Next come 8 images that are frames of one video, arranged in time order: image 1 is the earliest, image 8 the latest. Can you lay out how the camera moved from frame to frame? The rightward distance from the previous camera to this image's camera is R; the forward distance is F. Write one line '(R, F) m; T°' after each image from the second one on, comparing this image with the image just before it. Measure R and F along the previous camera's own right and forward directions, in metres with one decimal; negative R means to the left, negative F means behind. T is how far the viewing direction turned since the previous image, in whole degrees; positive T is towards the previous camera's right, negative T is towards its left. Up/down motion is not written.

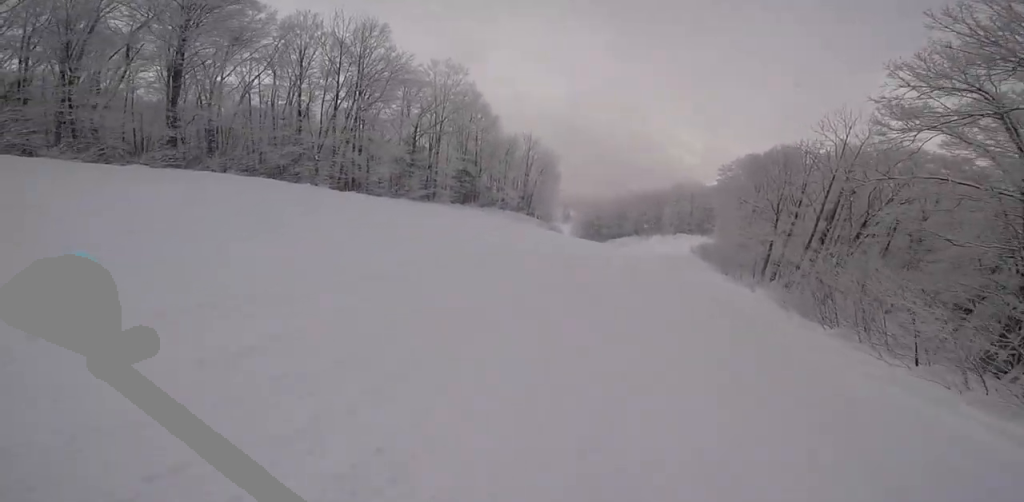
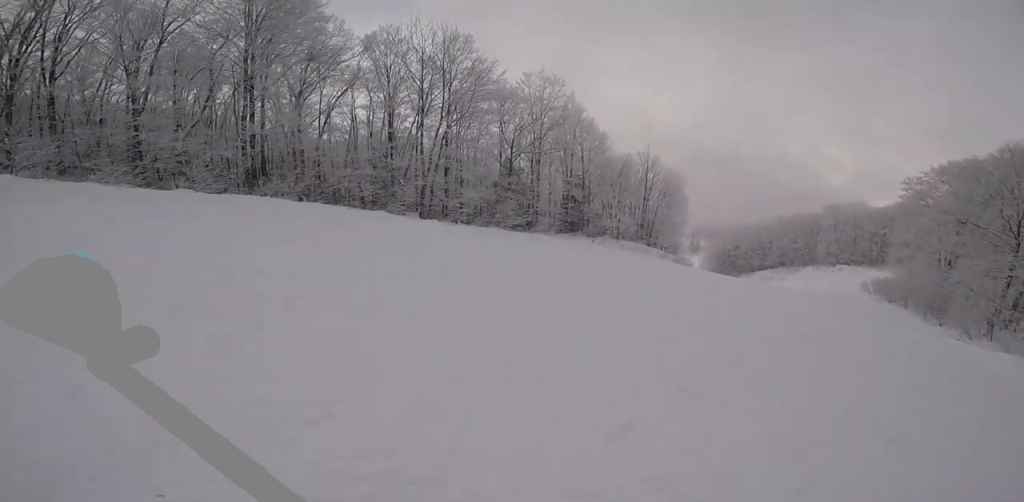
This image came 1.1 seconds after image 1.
(-0.7, +5.5) m; -13°
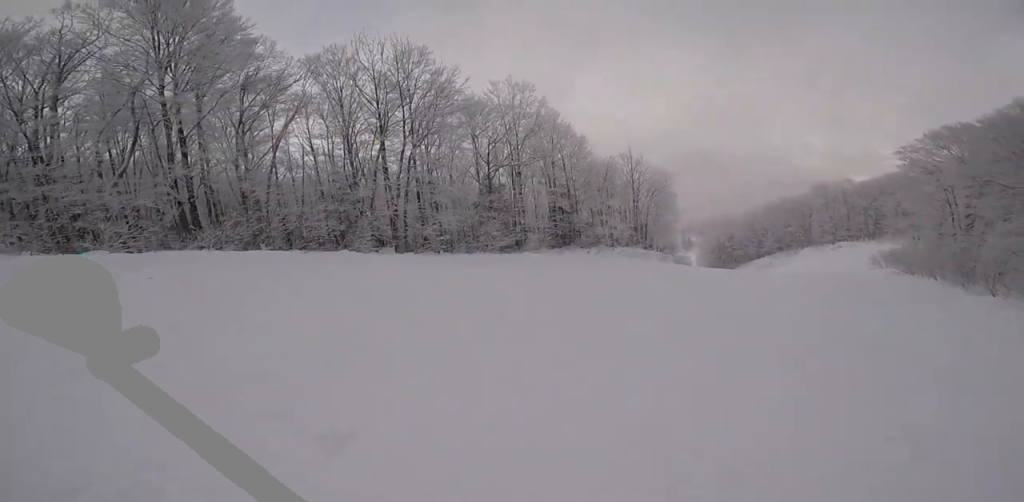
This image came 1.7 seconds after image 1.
(-0.9, +3.2) m; +1°
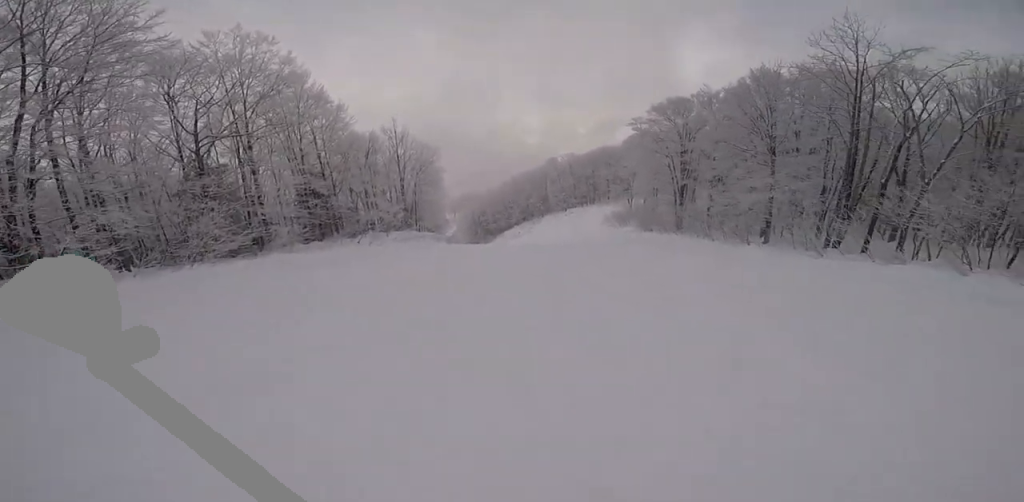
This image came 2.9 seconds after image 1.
(+1.9, +6.1) m; +36°
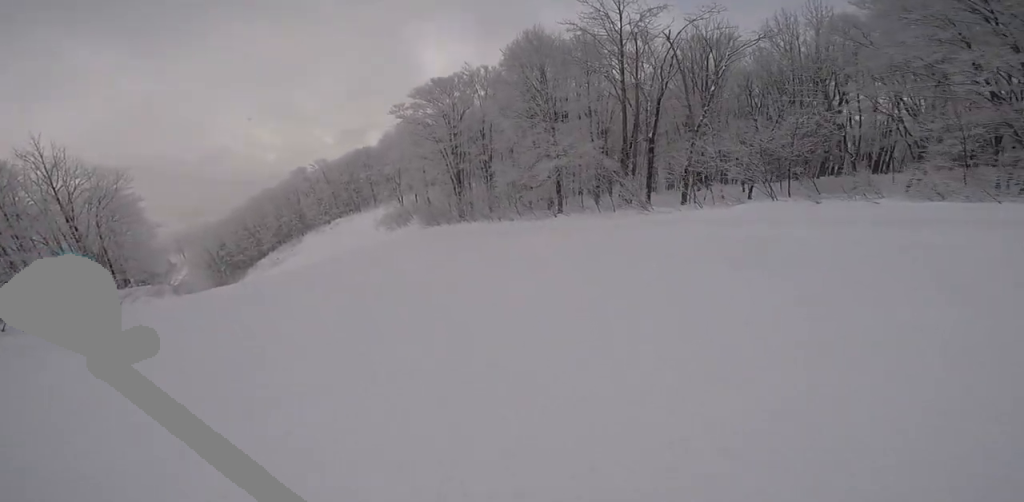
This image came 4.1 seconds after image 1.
(+1.9, +6.0) m; +29°
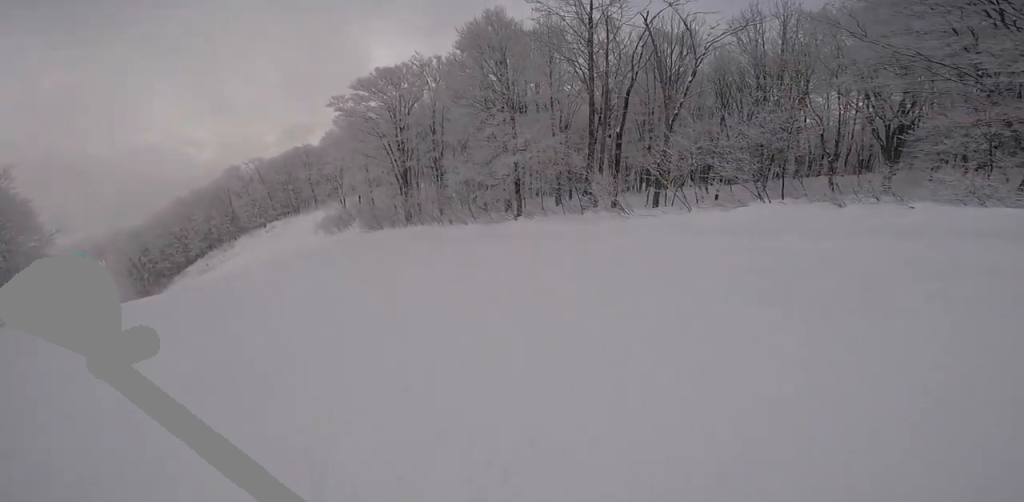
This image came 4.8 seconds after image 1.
(+0.3, +3.5) m; +12°
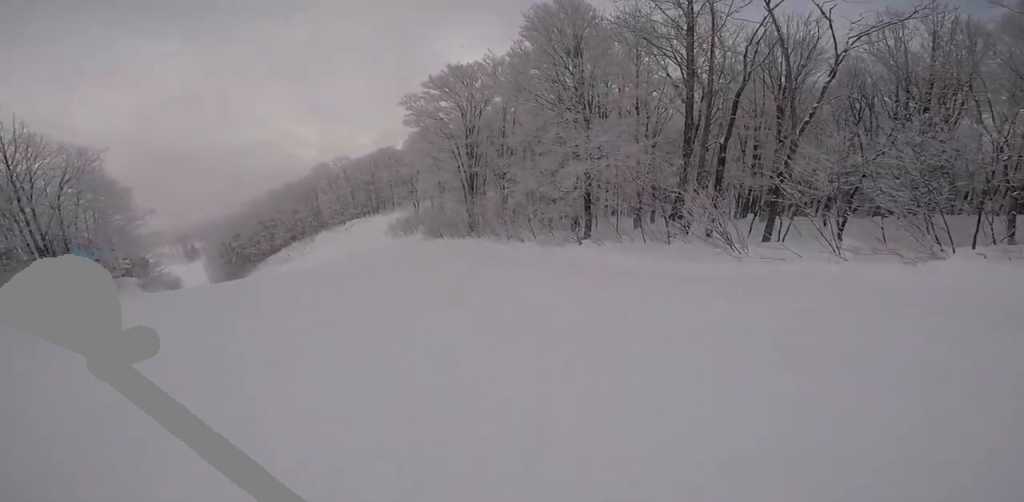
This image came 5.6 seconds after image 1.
(+0.5, +4.3) m; -21°
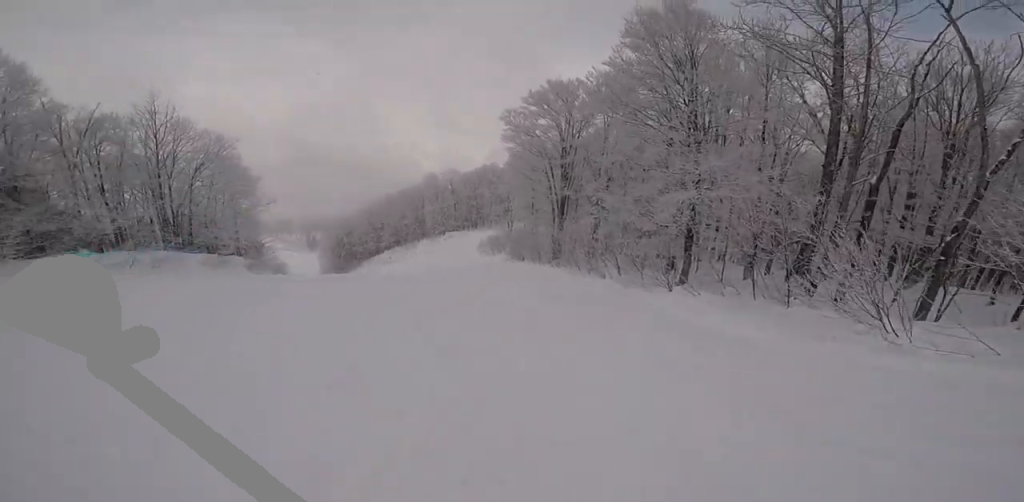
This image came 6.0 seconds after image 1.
(-0.4, +2.0) m; -15°
